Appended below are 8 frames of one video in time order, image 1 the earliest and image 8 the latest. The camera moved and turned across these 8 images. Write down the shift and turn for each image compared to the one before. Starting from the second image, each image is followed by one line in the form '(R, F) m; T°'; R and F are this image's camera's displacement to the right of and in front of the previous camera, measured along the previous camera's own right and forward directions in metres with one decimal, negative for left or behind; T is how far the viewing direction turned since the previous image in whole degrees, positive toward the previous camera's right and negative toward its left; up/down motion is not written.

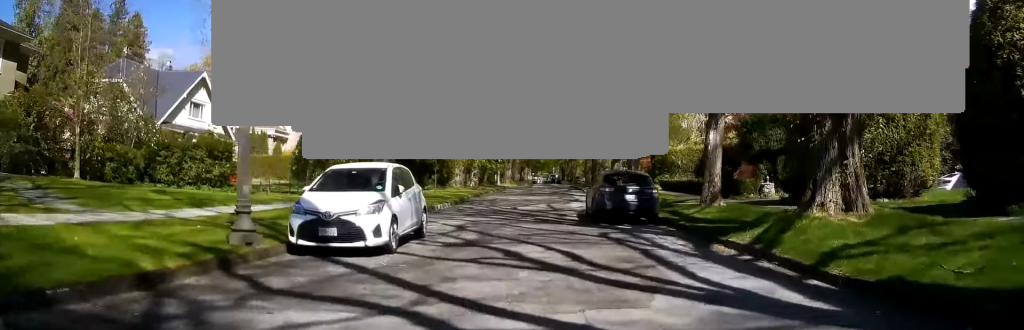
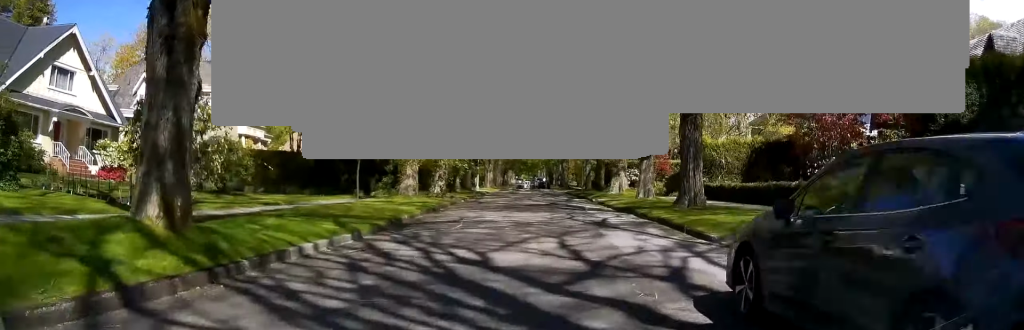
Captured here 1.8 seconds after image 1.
(+0.6, +14.9) m; +8°
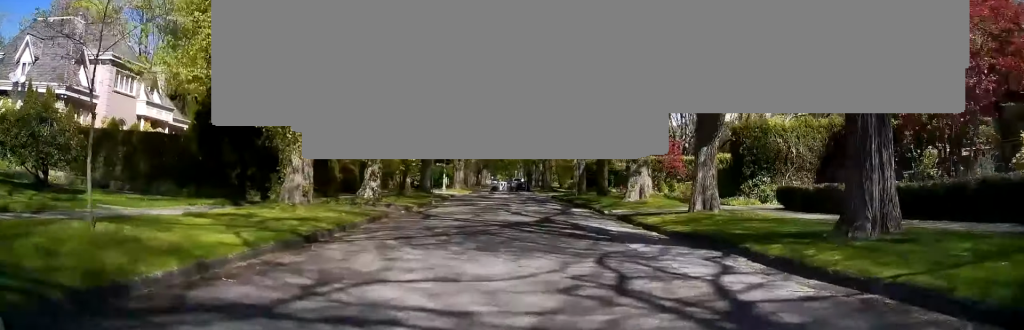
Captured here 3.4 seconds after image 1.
(0.0, +13.0) m; -3°
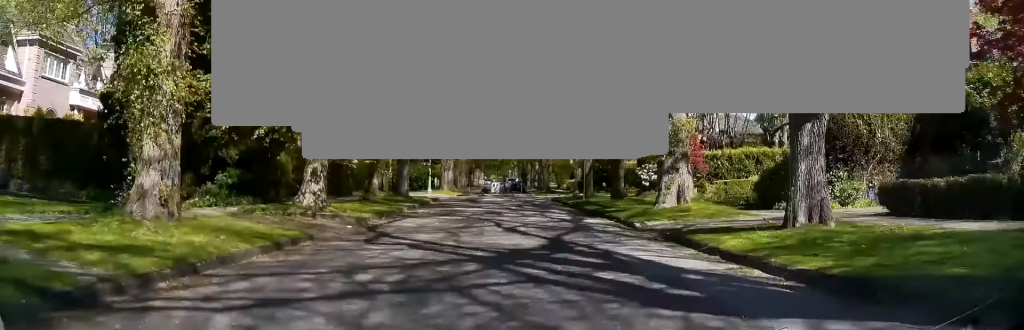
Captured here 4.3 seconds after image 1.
(0.0, +7.0) m; +2°
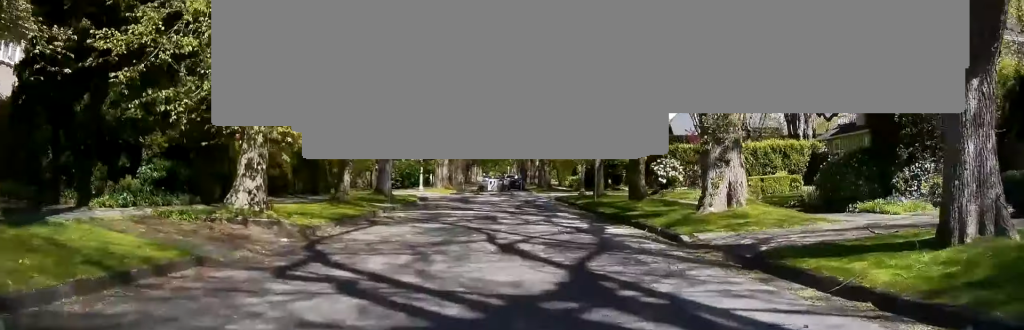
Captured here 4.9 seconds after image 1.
(+0.1, +4.7) m; +1°
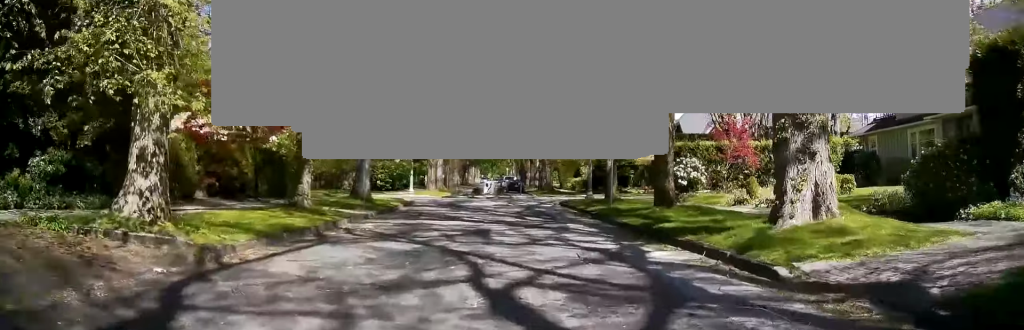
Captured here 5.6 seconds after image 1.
(+0.3, +4.6) m; 0°
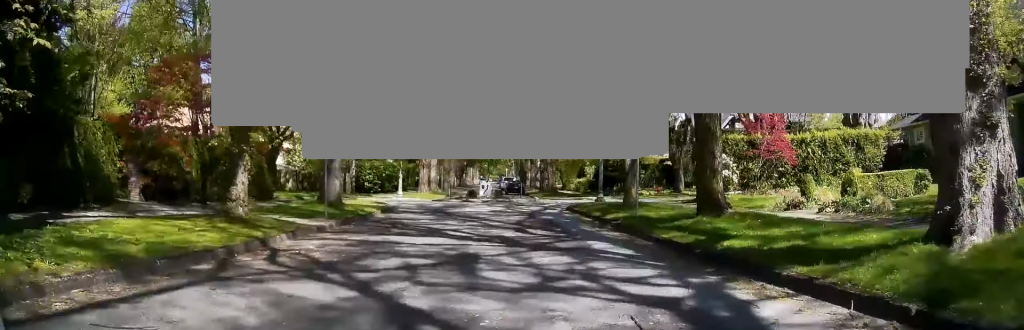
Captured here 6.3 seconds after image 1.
(-0.2, +3.3) m; -3°
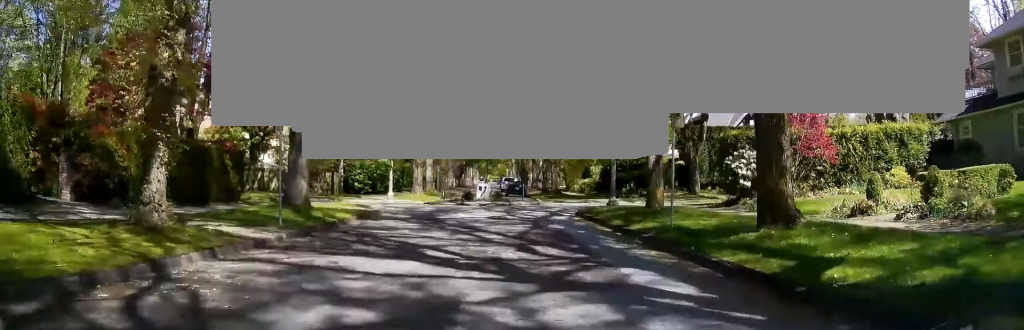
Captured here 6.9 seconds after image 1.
(-0.1, +2.6) m; 0°
